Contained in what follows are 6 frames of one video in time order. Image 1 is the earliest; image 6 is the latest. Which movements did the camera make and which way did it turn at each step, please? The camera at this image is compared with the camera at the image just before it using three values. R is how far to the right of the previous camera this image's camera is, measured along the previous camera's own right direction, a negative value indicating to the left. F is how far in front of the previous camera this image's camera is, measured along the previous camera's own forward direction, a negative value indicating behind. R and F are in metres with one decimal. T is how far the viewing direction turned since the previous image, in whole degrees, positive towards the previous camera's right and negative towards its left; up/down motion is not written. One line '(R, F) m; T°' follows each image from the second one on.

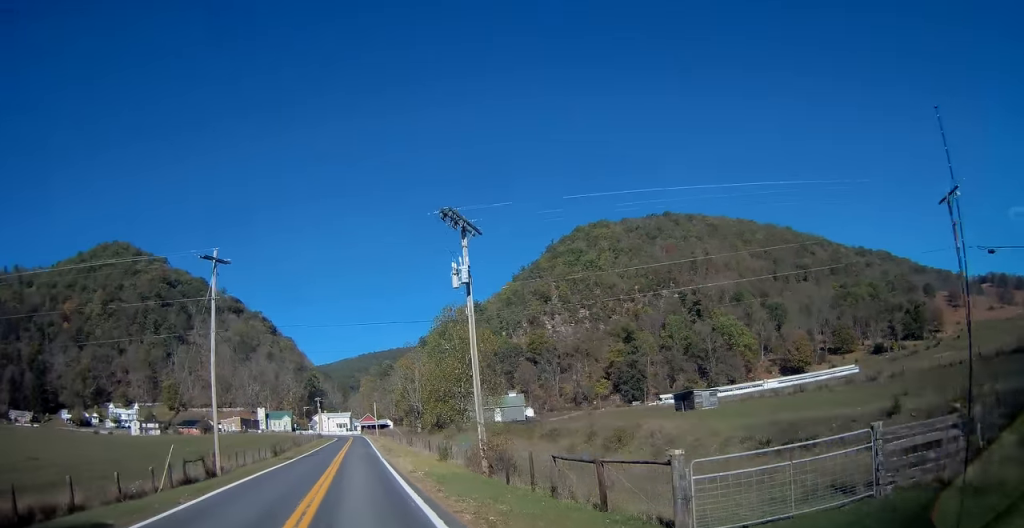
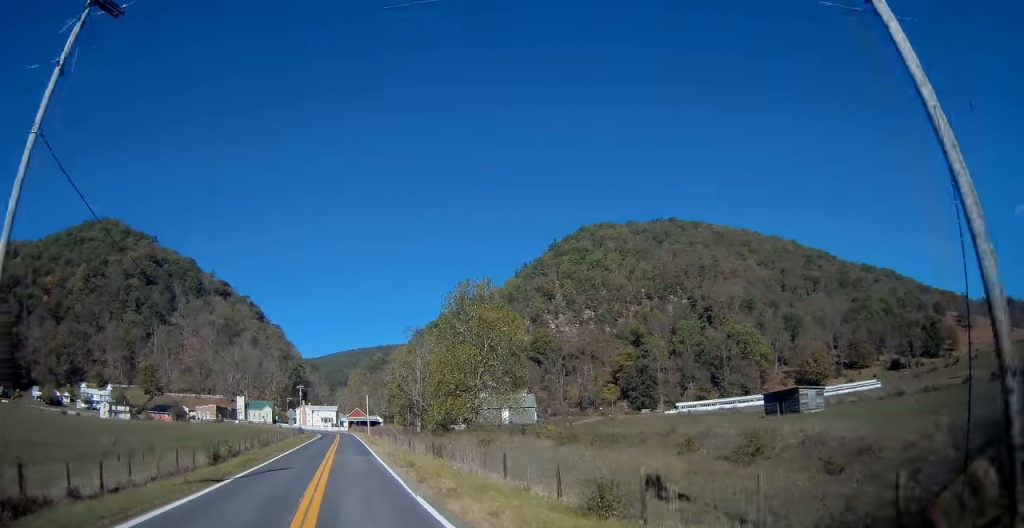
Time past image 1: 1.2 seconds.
(+0.1, +20.8) m; +1°
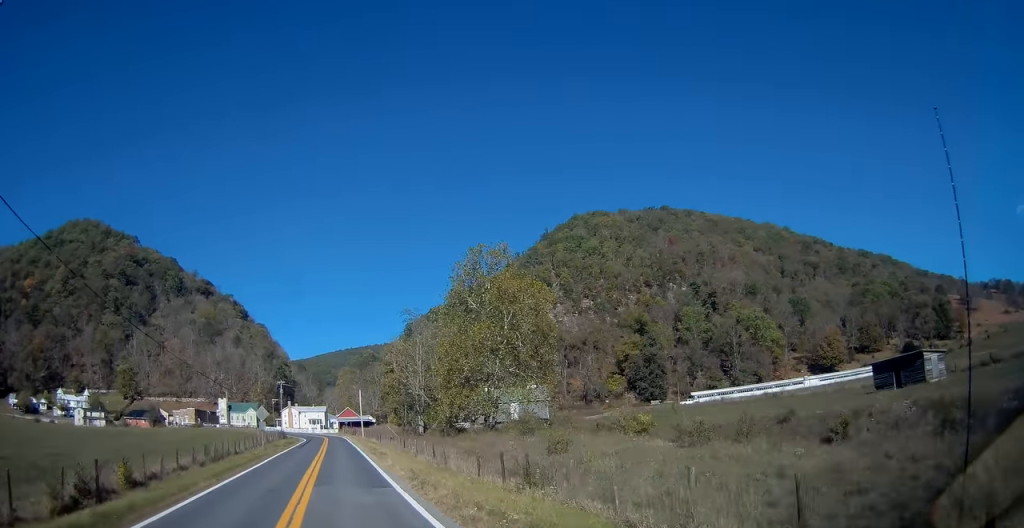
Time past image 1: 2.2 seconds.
(+0.3, +16.8) m; +1°
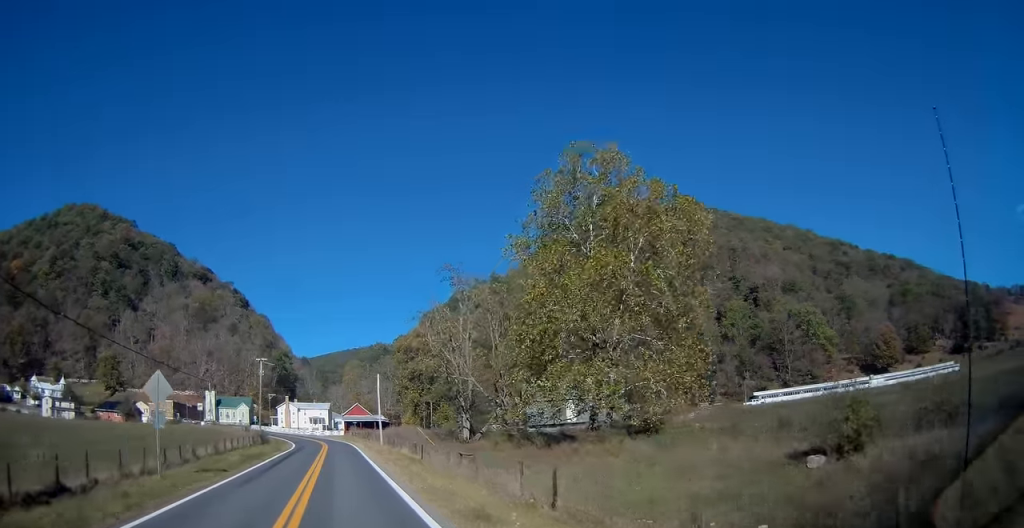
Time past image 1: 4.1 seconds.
(-0.1, +29.8) m; -1°
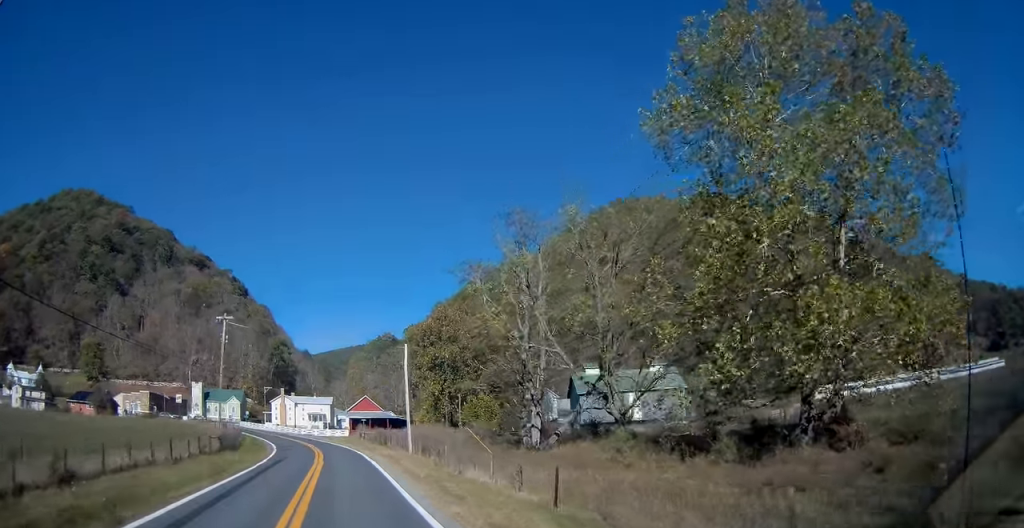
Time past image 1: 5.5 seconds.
(-0.3, +22.3) m; -1°
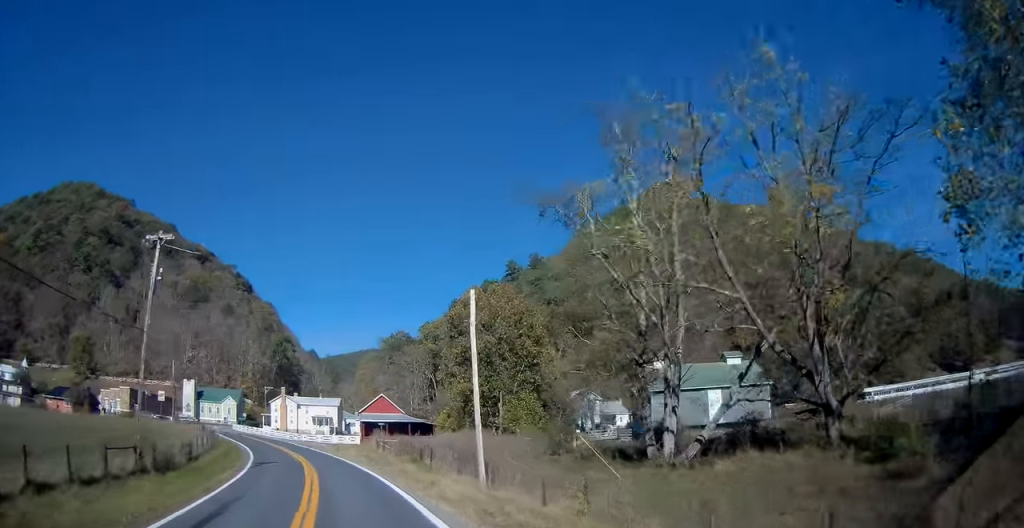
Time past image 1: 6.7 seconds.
(0.0, +17.5) m; 0°
